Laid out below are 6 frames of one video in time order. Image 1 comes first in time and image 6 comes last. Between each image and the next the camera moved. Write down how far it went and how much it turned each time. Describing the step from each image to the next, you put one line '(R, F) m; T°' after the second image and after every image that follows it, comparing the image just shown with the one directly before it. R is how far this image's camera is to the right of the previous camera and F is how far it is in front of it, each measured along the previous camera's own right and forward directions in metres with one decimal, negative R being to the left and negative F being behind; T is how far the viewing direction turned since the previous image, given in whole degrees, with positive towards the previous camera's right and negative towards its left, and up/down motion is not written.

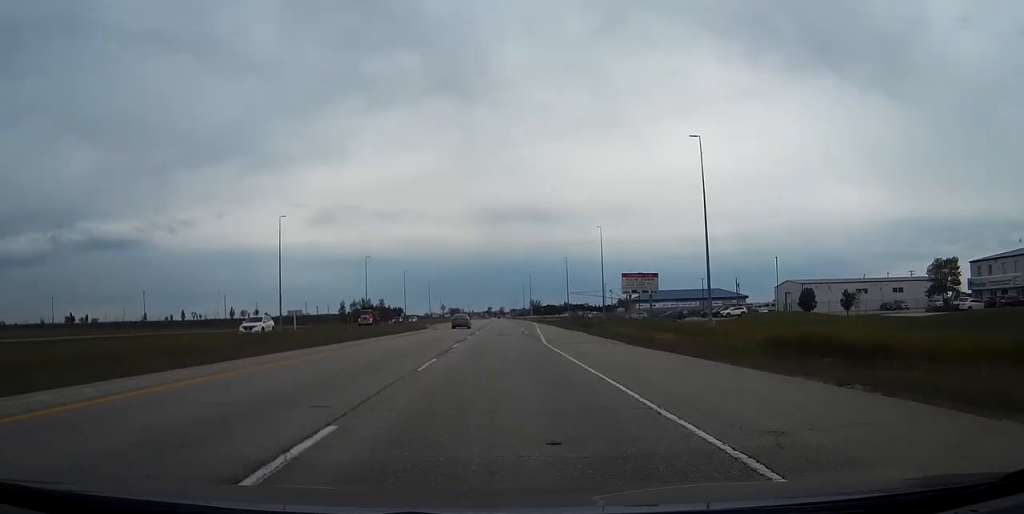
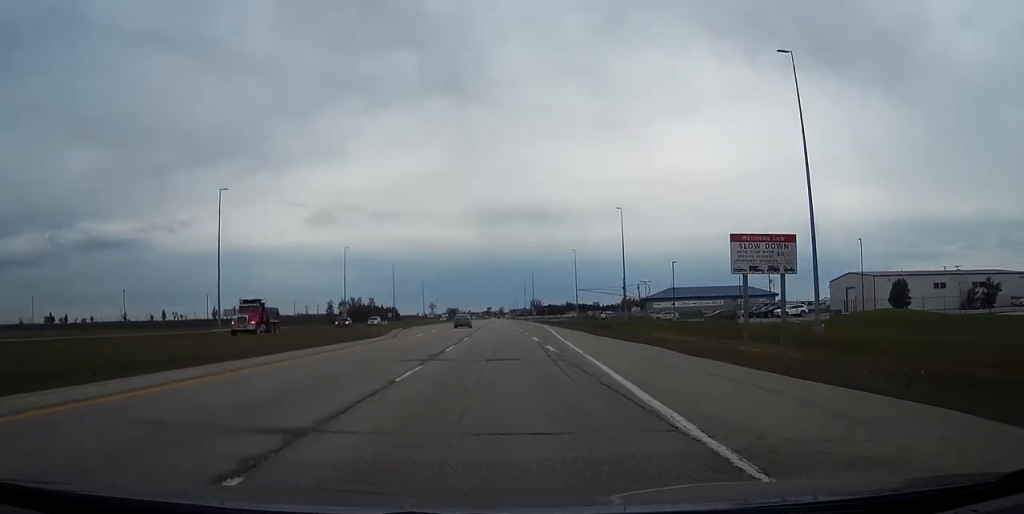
(-0.1, +26.3) m; 0°
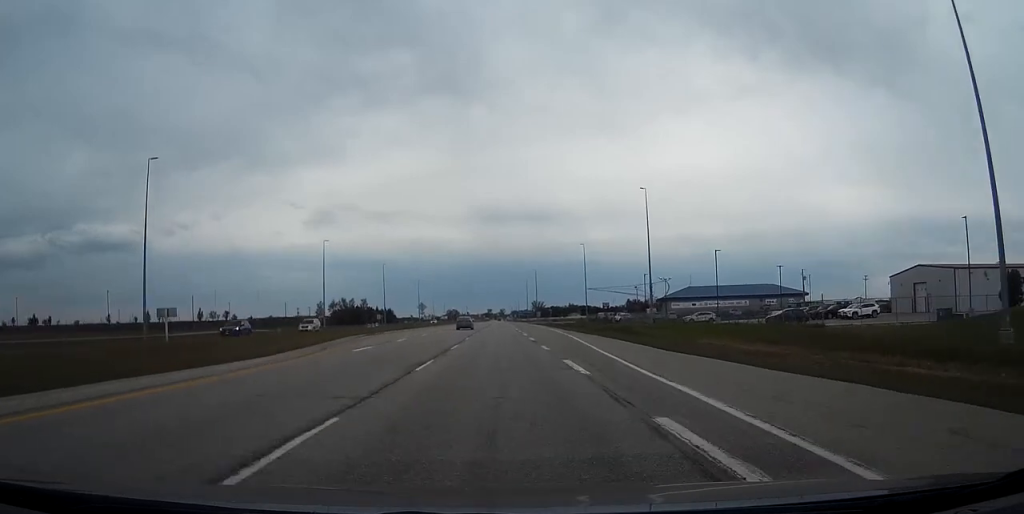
(0.0, +21.0) m; 0°
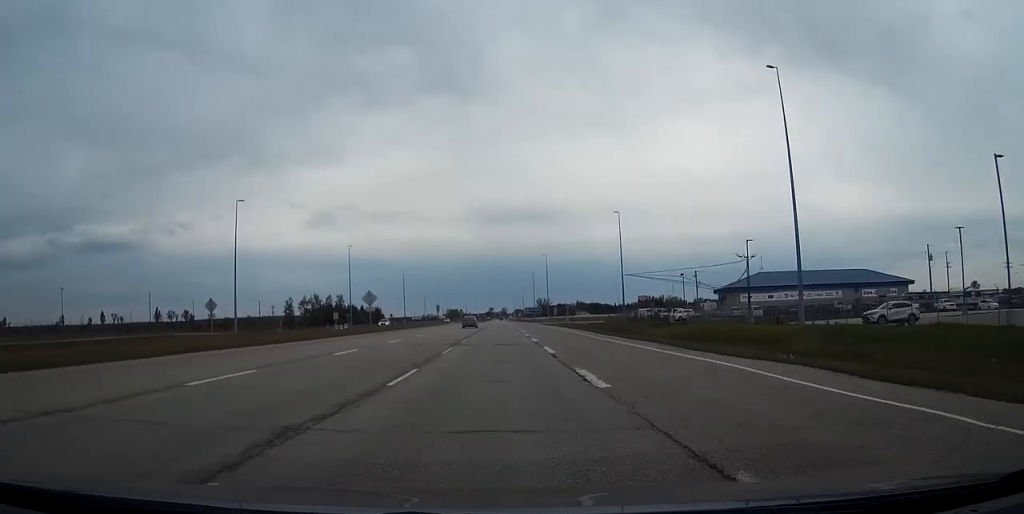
(0.0, +52.4) m; 0°
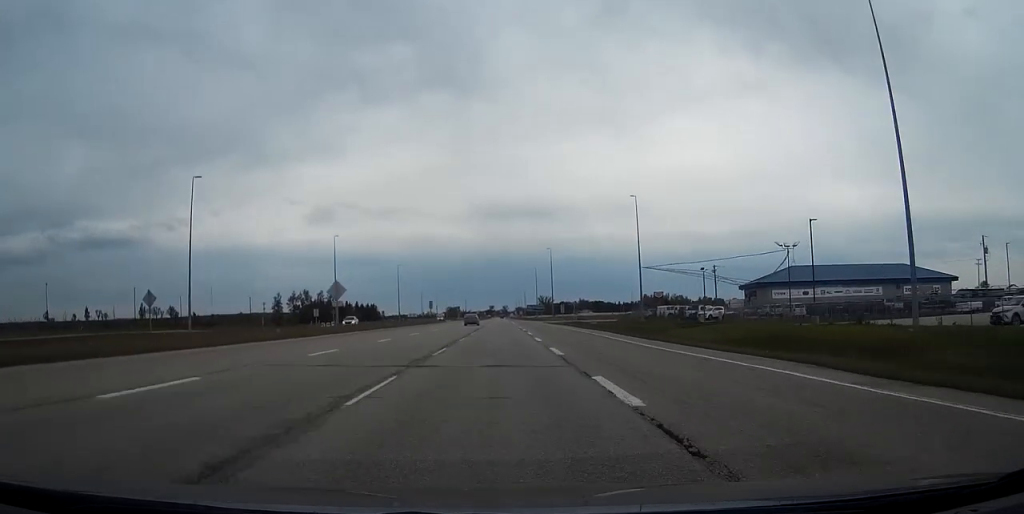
(0.0, +15.7) m; 0°
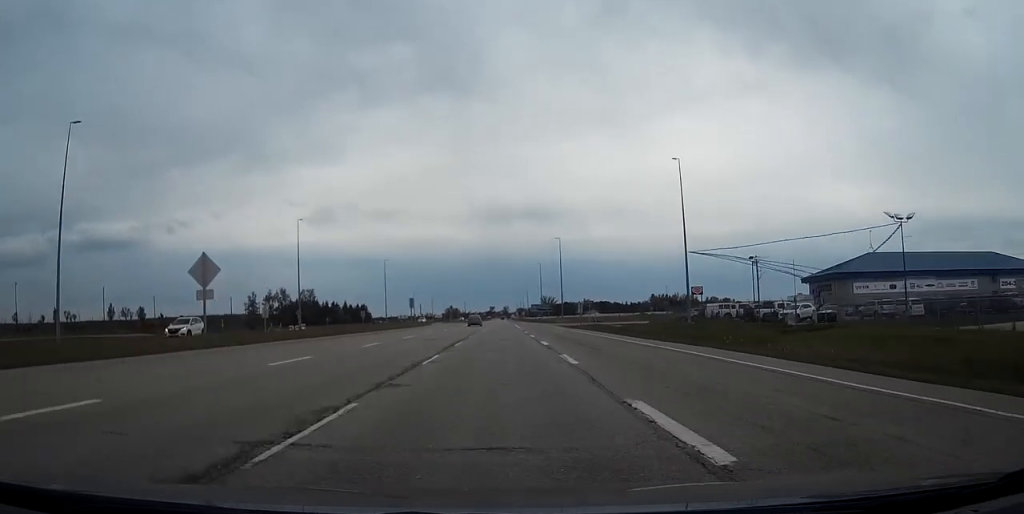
(0.0, +28.2) m; 0°
